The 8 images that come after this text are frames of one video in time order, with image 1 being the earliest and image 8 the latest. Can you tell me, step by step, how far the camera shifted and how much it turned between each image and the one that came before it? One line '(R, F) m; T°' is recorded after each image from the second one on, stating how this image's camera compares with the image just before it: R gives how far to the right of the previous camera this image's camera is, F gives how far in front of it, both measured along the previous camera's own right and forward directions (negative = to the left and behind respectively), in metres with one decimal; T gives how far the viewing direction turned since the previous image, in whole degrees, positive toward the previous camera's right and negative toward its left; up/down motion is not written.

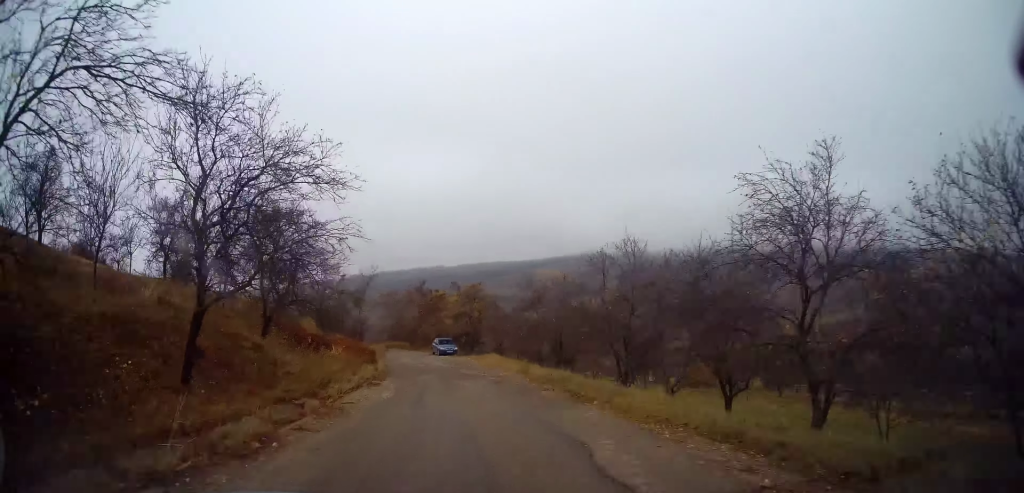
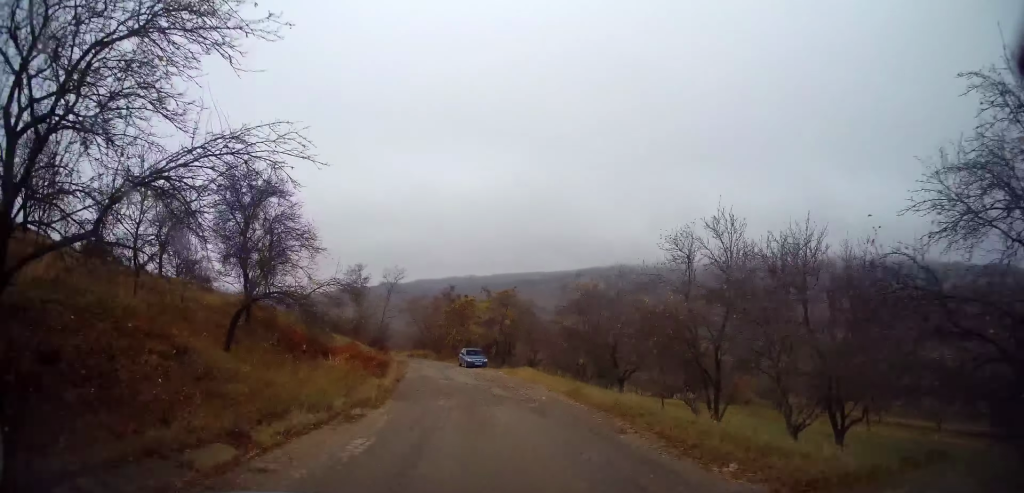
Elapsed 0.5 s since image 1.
(-0.4, +5.3) m; -5°
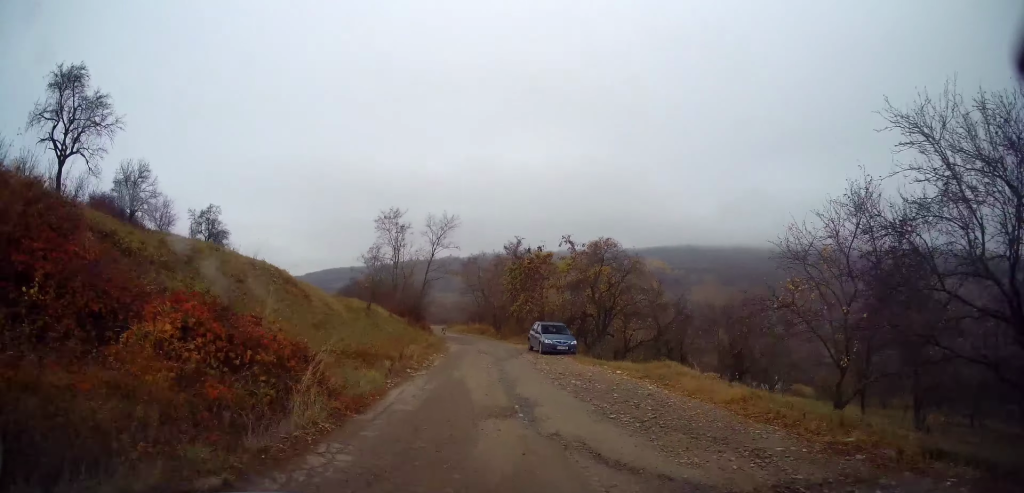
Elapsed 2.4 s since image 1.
(-1.8, +17.3) m; -7°
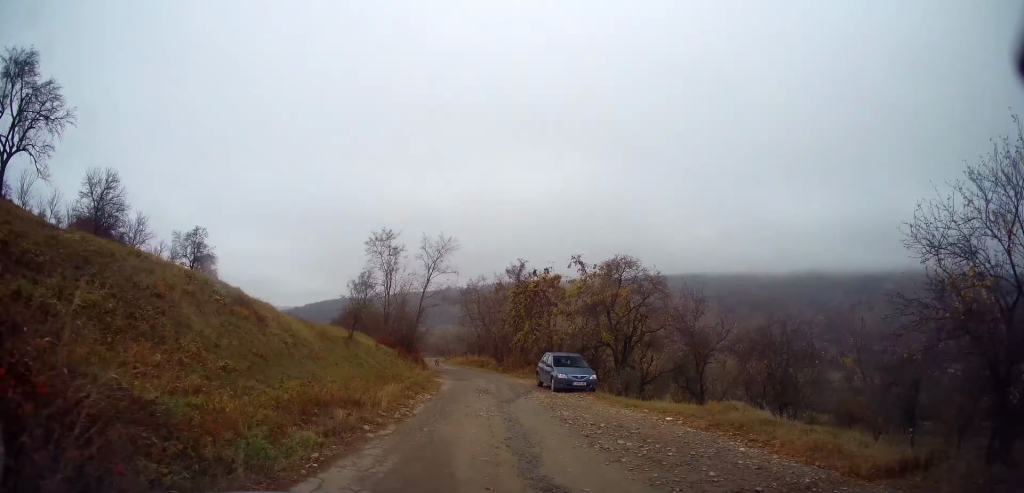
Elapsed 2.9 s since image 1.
(-0.1, +4.5) m; +1°
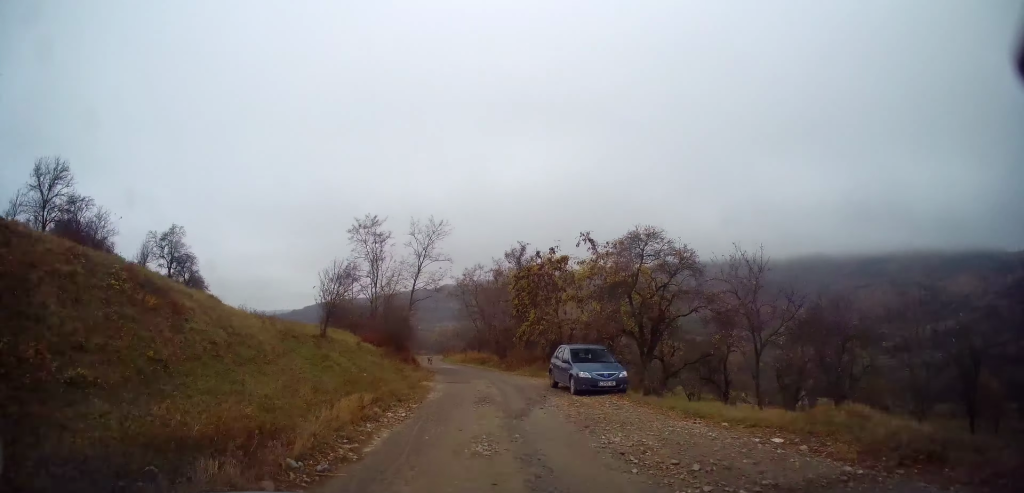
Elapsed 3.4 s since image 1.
(+0.2, +4.7) m; 0°
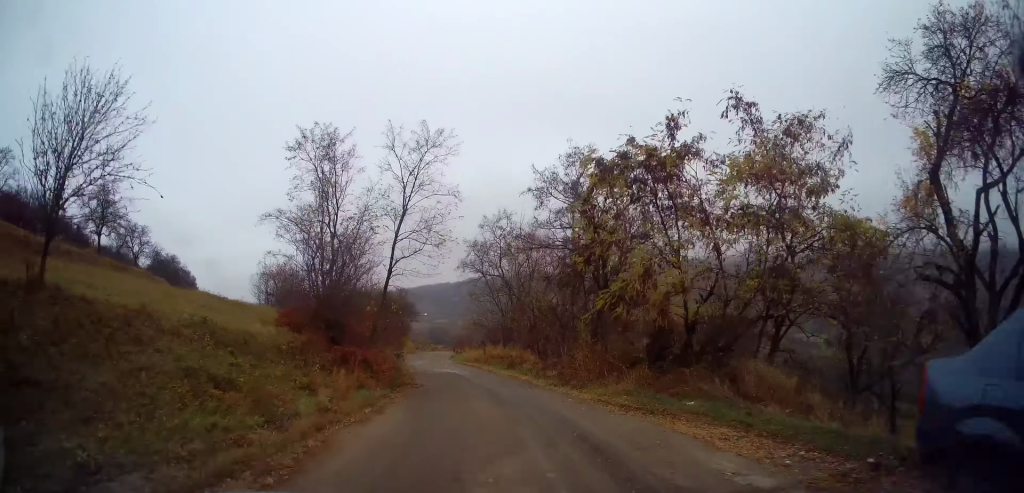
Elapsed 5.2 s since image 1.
(-0.5, +16.5) m; -4°
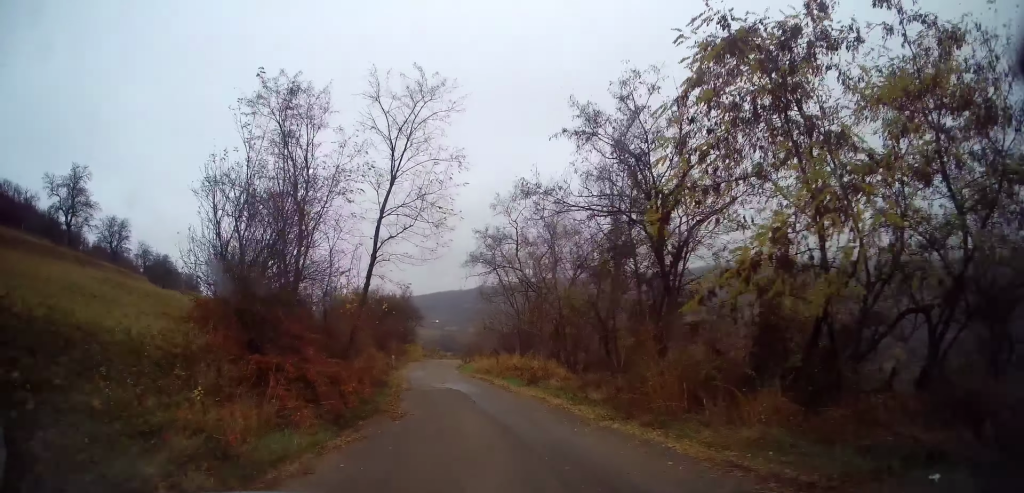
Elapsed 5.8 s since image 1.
(-0.1, +5.7) m; -1°
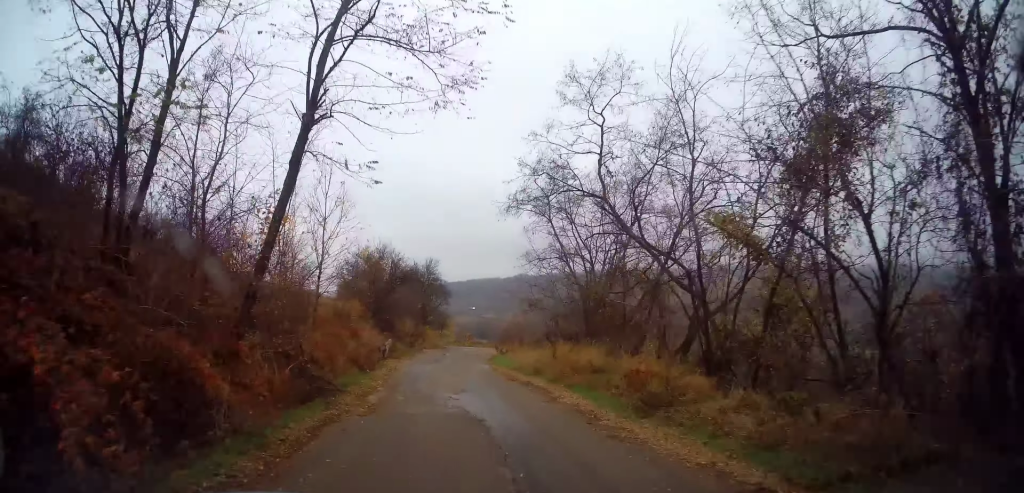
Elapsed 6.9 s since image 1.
(-0.2, +10.2) m; -1°
